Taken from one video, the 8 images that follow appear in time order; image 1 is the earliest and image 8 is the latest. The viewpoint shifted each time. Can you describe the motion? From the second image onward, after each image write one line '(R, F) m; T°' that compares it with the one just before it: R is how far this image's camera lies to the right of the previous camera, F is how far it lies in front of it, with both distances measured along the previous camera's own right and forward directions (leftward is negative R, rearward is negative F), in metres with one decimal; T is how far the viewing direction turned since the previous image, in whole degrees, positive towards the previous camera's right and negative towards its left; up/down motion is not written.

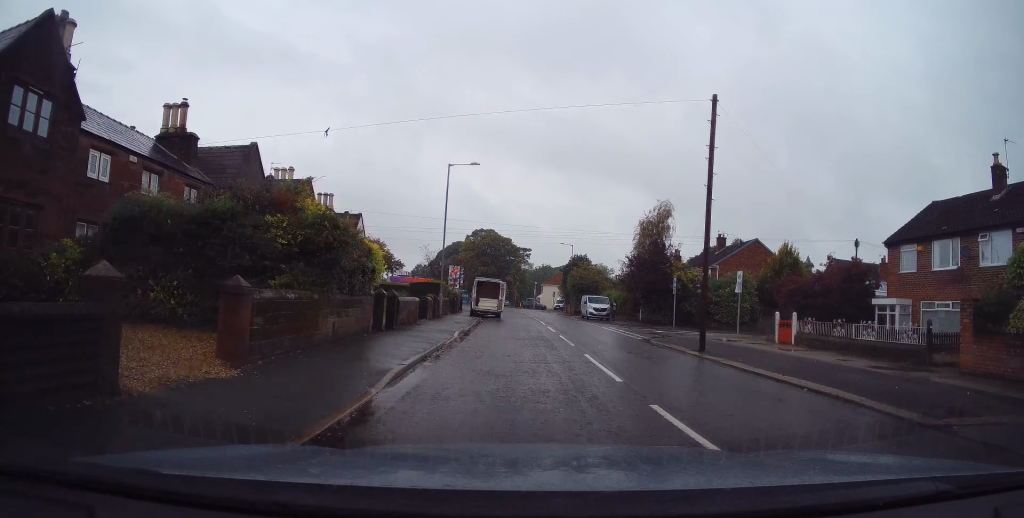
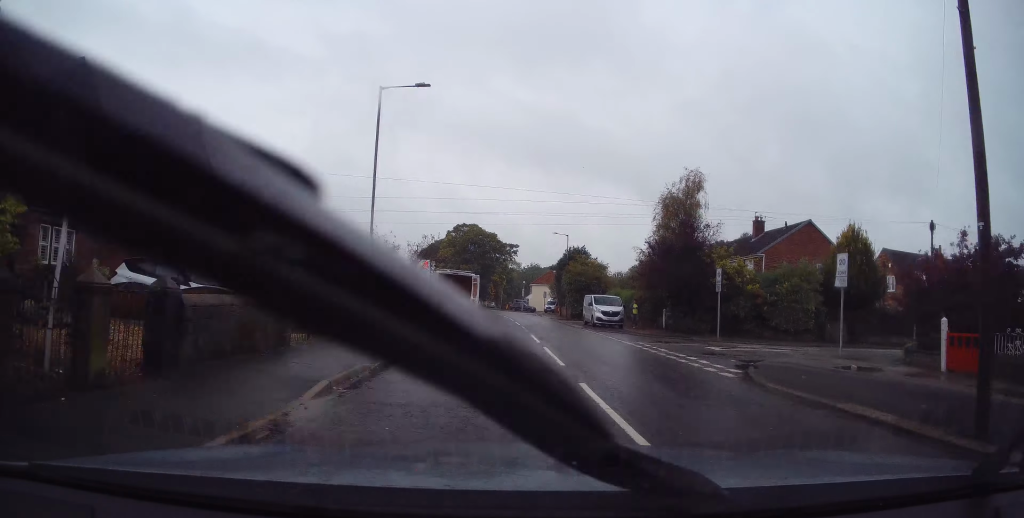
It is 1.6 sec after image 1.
(+0.6, +10.8) m; +5°
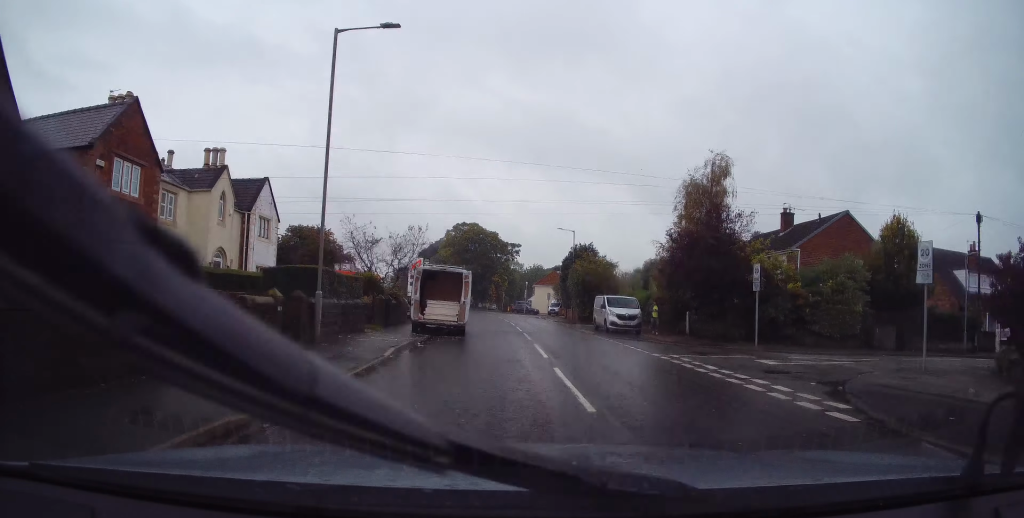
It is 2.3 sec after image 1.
(-0.1, +4.2) m; -2°
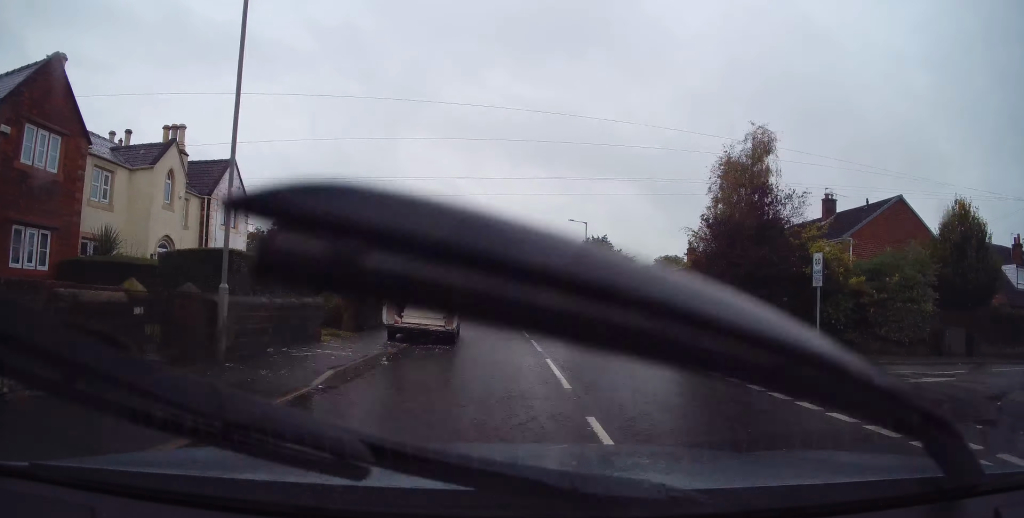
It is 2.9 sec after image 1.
(-0.1, +4.4) m; -1°
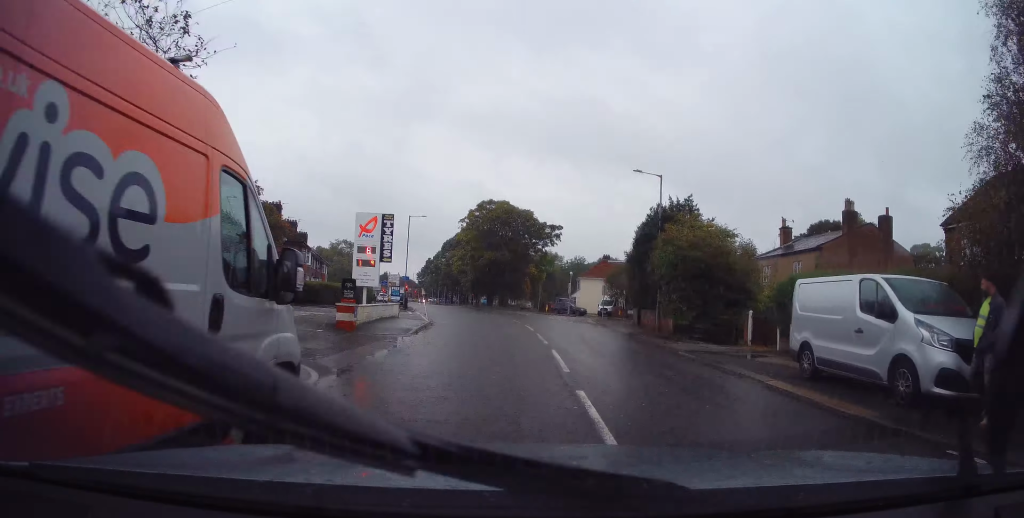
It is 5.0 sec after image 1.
(-0.4, +16.0) m; -4°
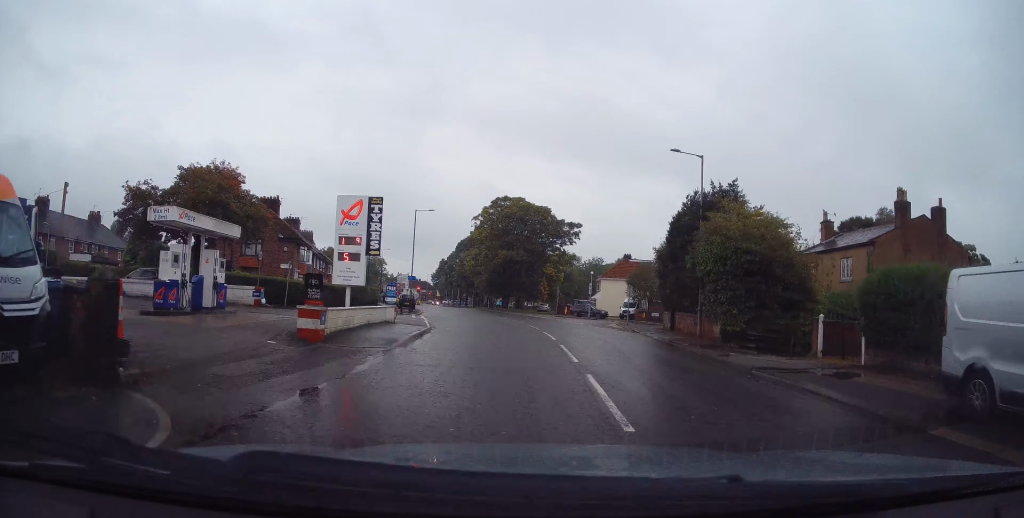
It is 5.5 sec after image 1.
(-0.3, +4.1) m; -1°
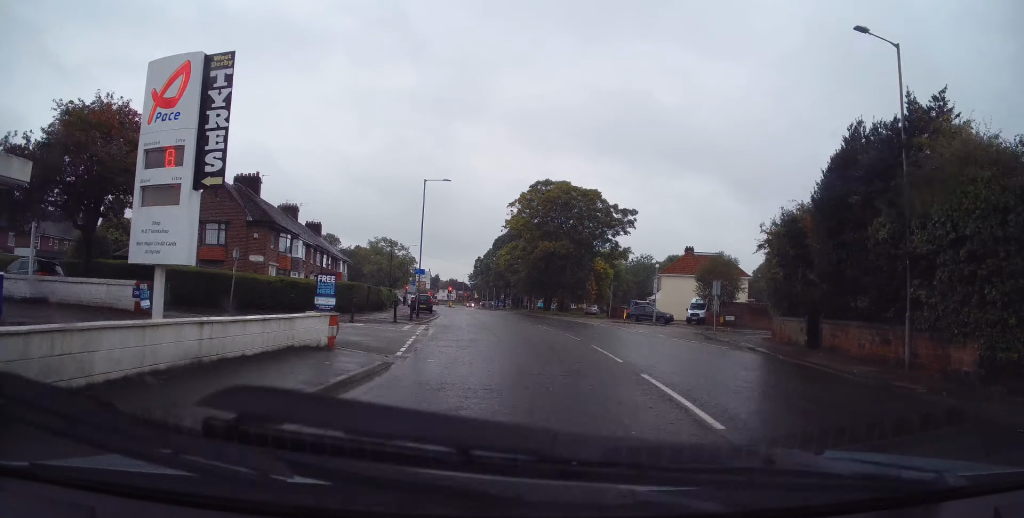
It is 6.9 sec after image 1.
(0.0, +11.9) m; -2°
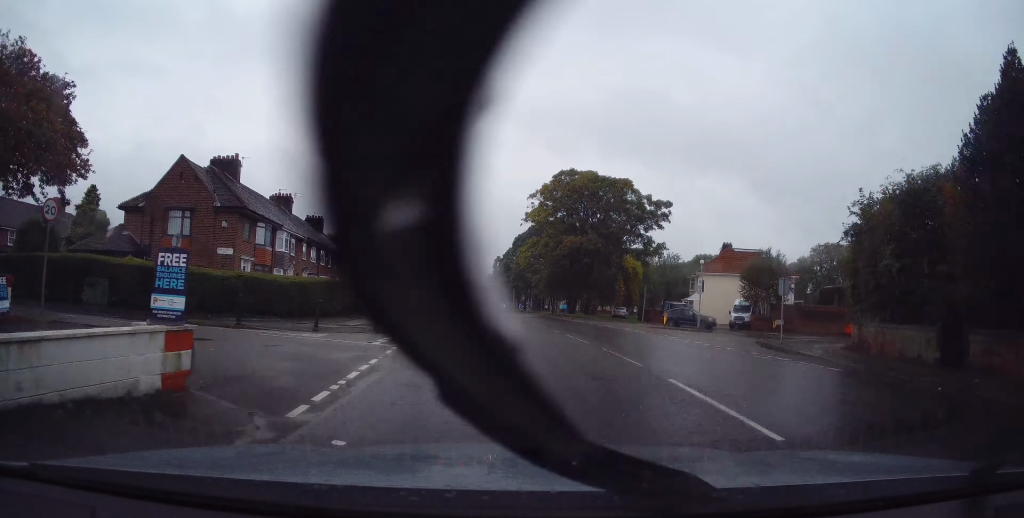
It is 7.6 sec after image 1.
(-0.2, +6.3) m; -2°
